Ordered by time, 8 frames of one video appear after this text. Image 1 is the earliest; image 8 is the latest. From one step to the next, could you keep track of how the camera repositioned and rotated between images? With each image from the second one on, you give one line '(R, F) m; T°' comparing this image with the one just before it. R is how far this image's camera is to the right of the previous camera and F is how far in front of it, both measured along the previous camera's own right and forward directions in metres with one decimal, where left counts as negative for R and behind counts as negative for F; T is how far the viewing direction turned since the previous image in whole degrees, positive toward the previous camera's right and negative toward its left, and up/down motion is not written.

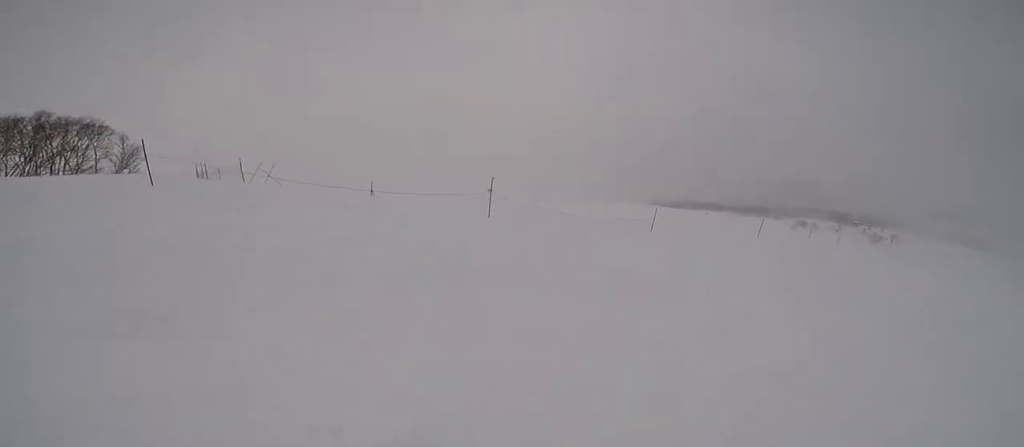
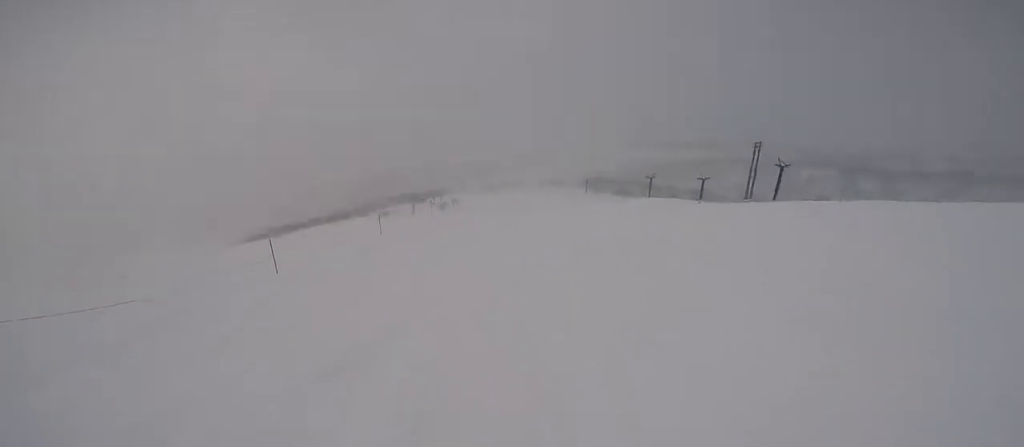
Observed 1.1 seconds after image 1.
(+0.7, +4.5) m; +32°
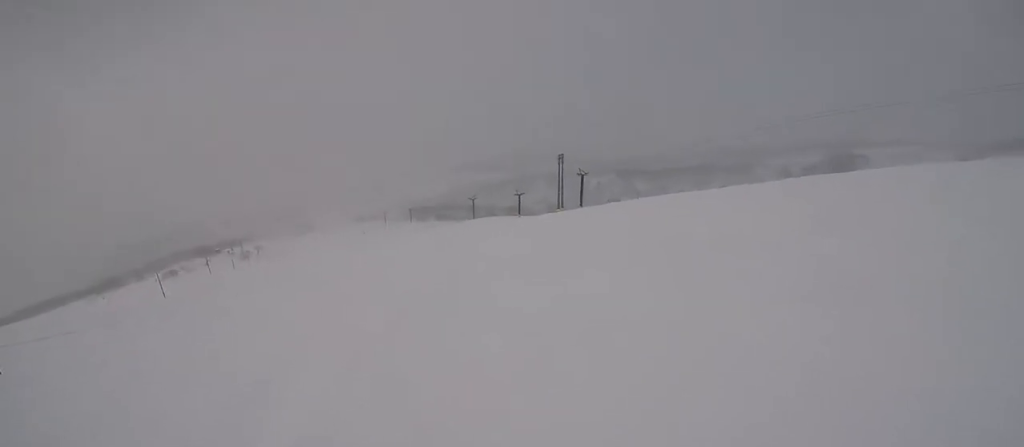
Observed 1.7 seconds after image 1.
(+0.4, +1.9) m; +16°
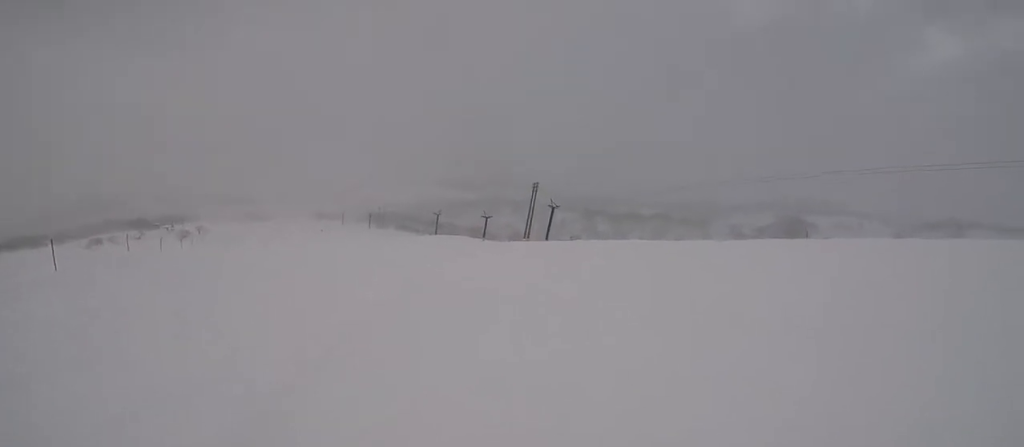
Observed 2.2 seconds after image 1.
(+0.7, +1.9) m; +13°
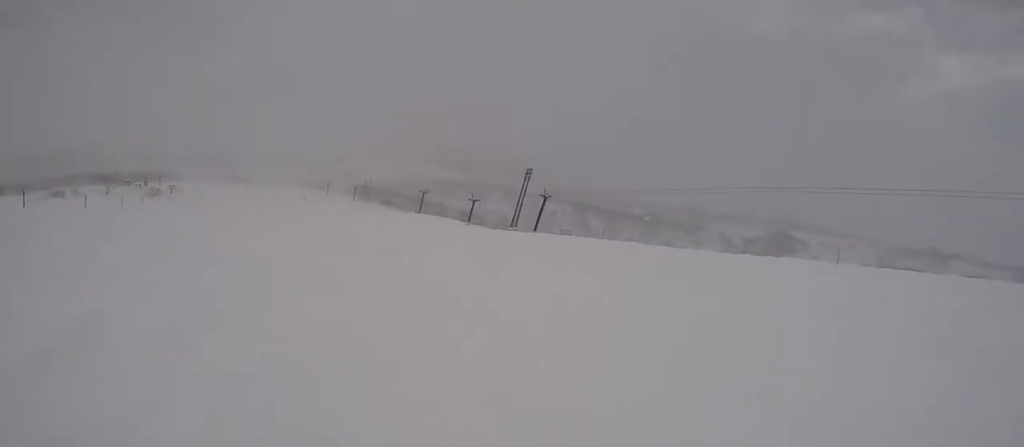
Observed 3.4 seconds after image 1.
(+0.4, +5.1) m; -2°
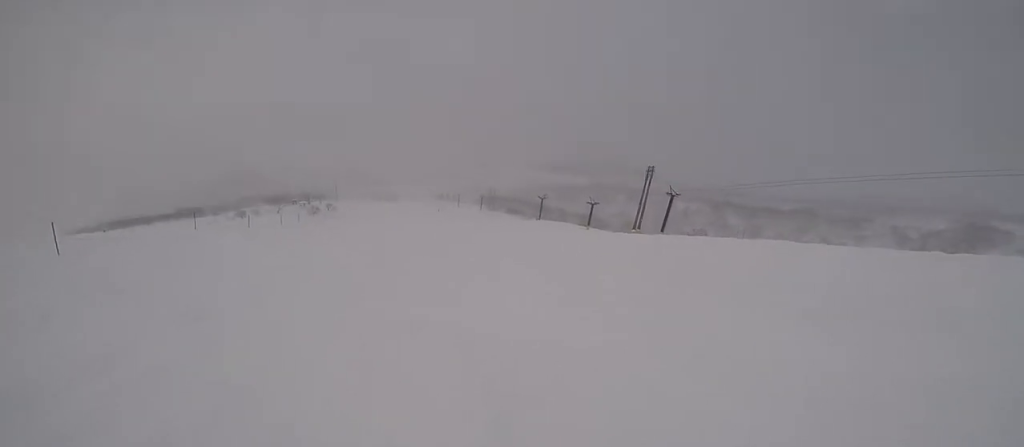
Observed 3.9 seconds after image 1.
(-0.1, +1.9) m; -15°
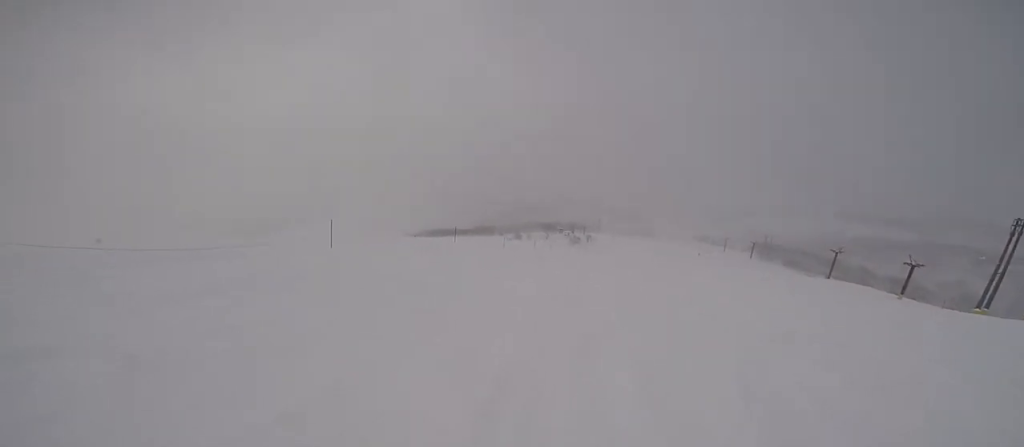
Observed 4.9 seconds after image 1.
(-1.0, +3.5) m; -34°
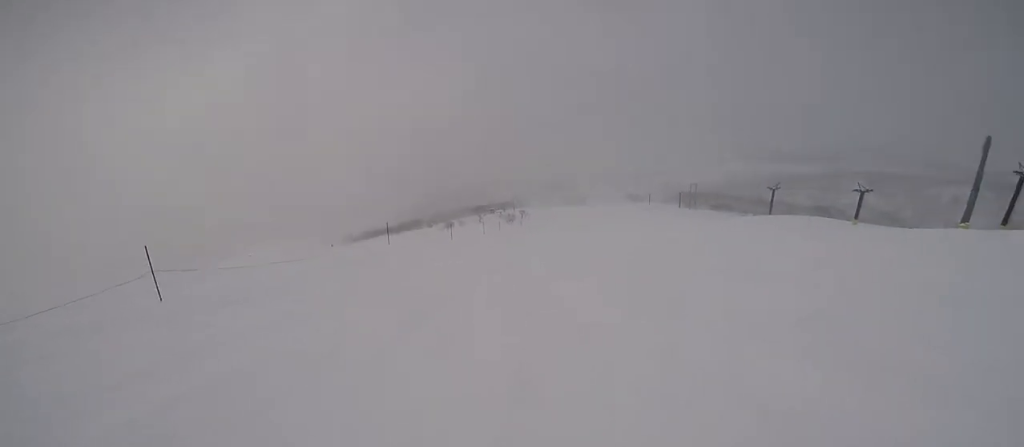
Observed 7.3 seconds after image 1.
(-2.4, +9.7) m; +20°
